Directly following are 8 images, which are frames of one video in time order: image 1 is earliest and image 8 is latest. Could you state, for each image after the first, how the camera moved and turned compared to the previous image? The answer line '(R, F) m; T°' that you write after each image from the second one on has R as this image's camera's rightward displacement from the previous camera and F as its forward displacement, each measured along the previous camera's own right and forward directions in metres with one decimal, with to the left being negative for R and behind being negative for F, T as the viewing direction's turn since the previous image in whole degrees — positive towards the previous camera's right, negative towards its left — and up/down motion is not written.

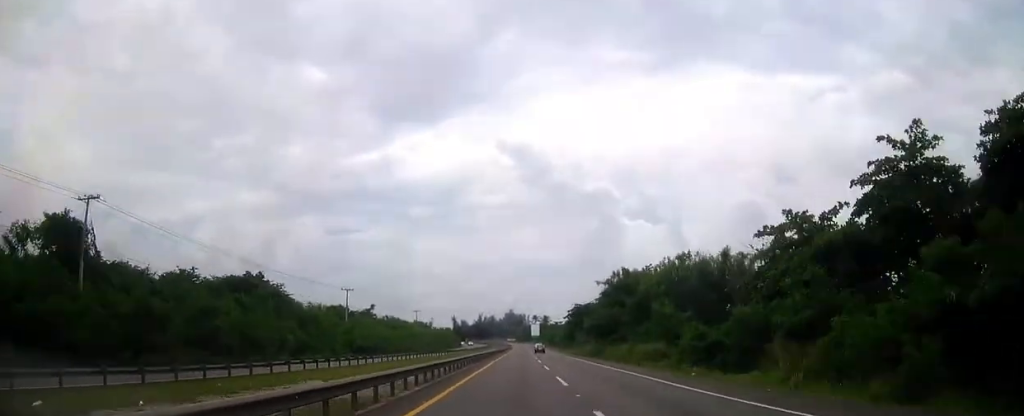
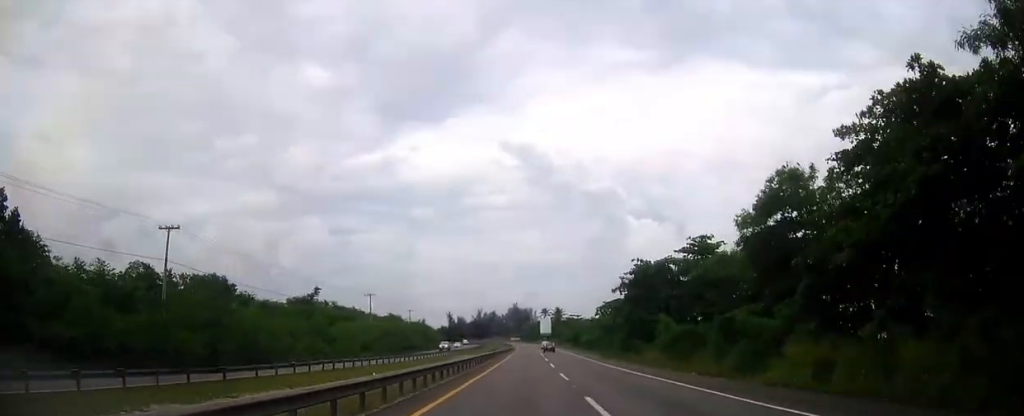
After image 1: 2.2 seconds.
(-0.1, +64.1) m; 0°
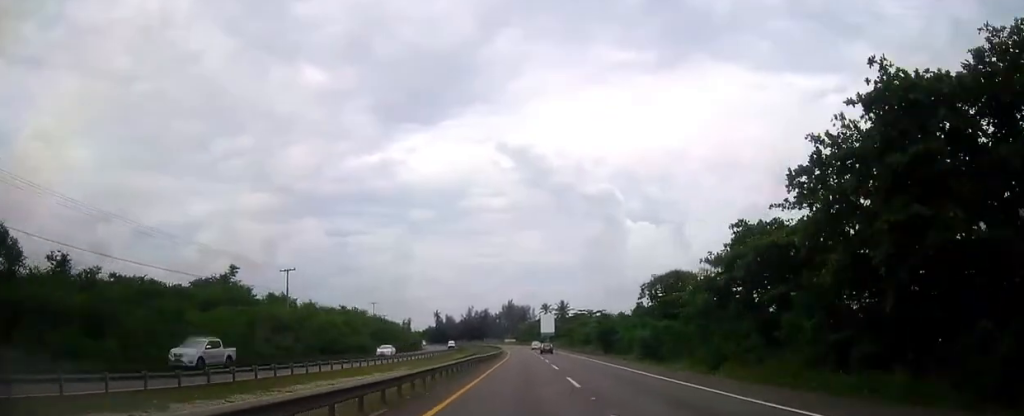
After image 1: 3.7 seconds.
(-0.1, +43.9) m; 0°
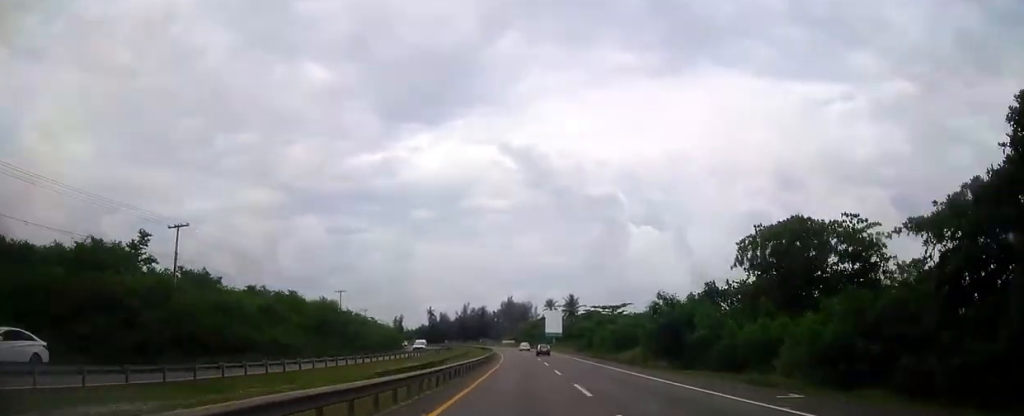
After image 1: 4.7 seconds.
(0.0, +29.9) m; -1°
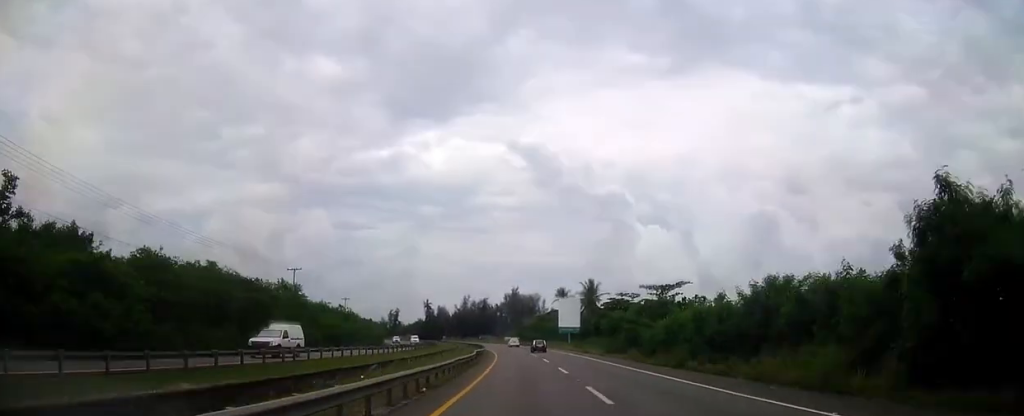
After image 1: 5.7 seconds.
(+0.4, +29.9) m; -1°
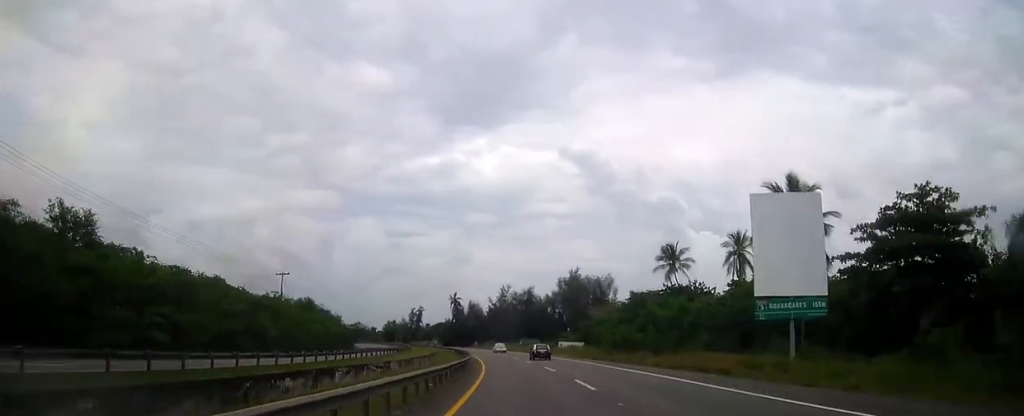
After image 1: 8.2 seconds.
(-2.2, +74.5) m; -5°
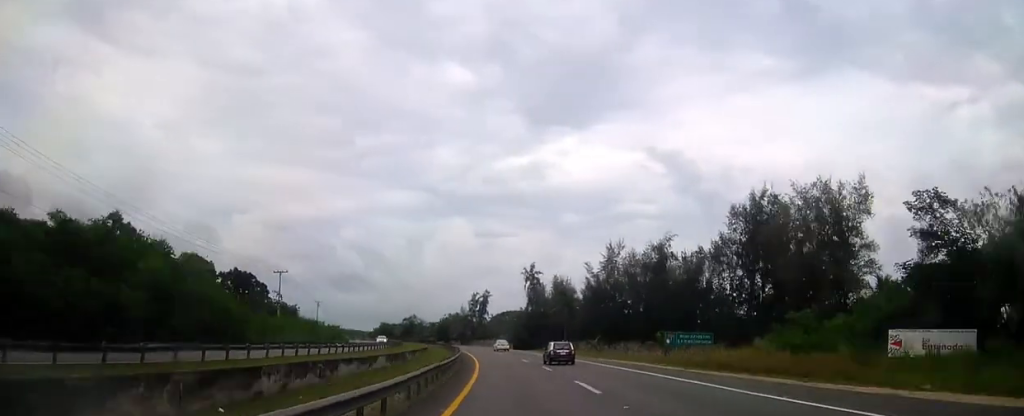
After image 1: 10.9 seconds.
(-4.8, +81.7) m; -8°
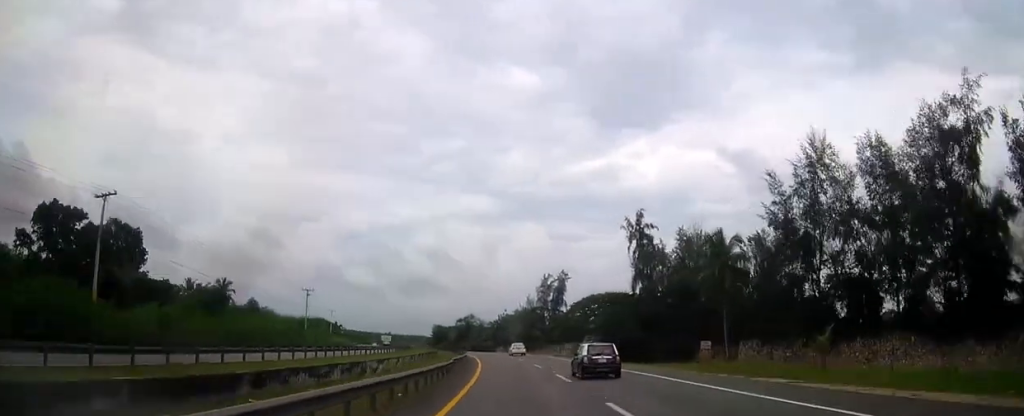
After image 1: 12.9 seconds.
(-4.3, +59.9) m; -7°
